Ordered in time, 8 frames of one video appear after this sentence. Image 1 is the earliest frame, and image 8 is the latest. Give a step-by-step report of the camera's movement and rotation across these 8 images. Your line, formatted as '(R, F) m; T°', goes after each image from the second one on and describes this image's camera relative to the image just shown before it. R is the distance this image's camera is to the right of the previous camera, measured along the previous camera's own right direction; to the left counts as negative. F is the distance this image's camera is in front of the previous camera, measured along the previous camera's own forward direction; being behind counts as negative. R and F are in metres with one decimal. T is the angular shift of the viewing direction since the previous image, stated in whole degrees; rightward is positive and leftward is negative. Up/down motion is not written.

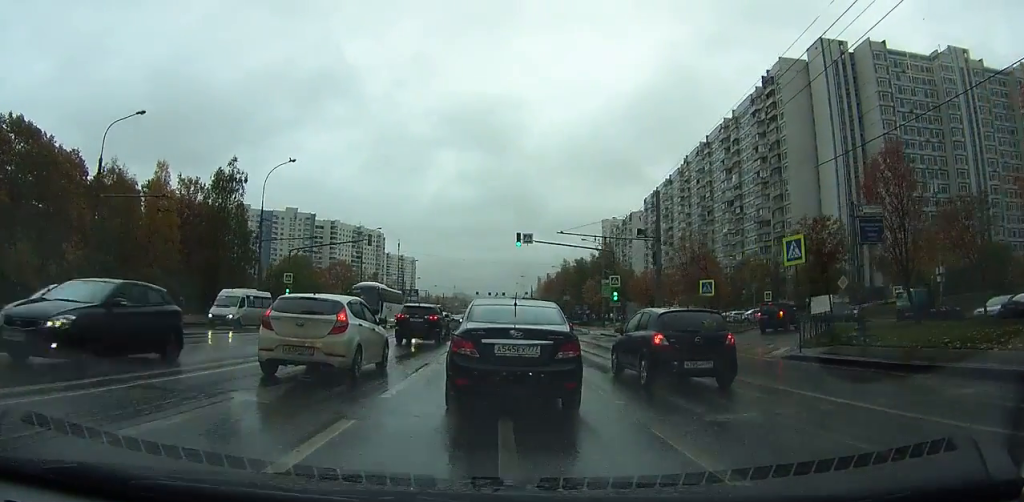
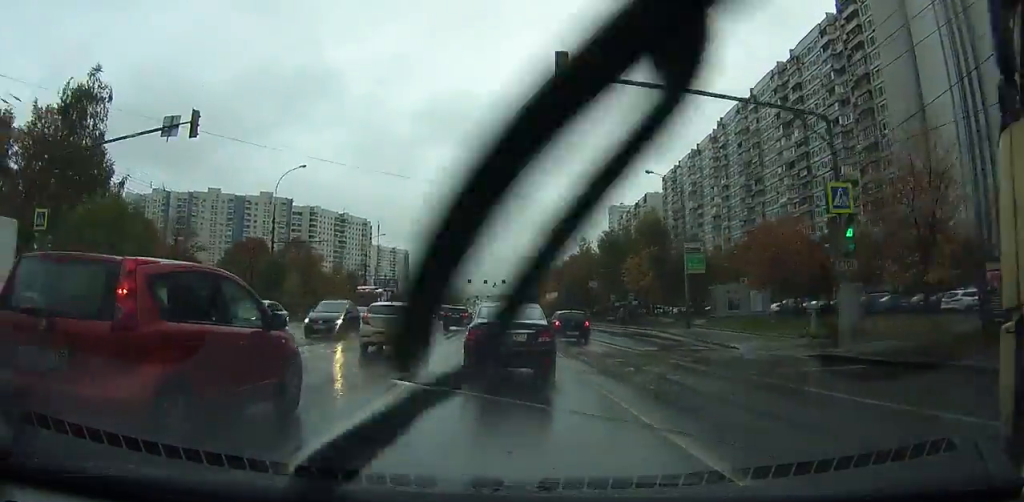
(+1.2, +28.2) m; +5°
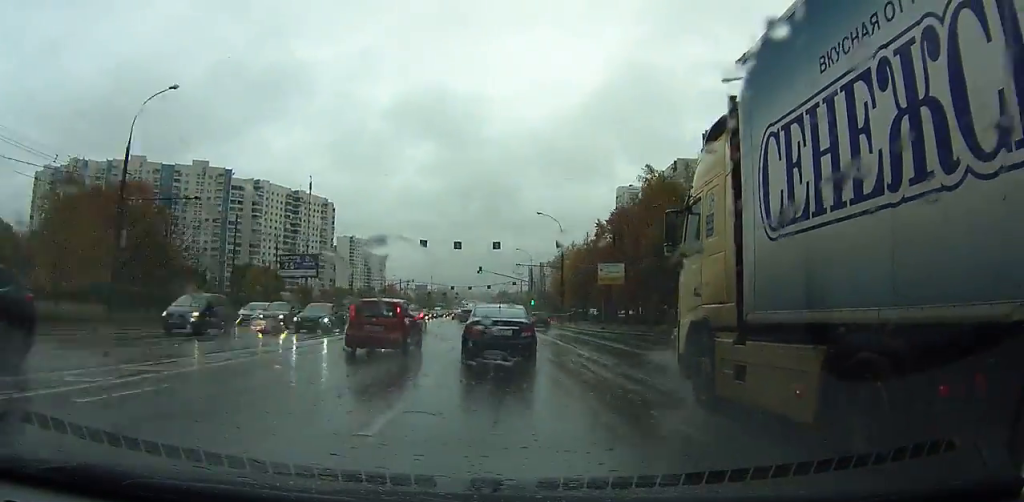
(+0.4, +53.4) m; 0°
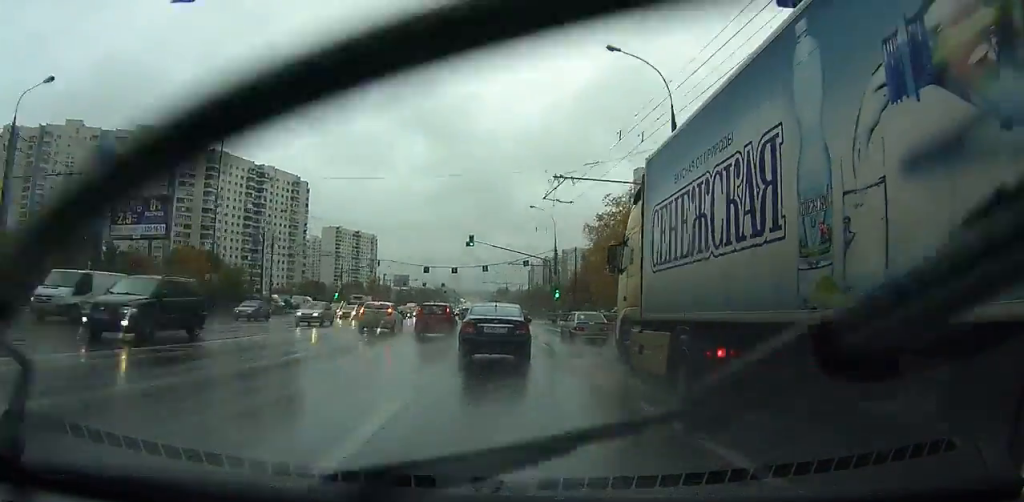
(-0.1, +41.6) m; 0°
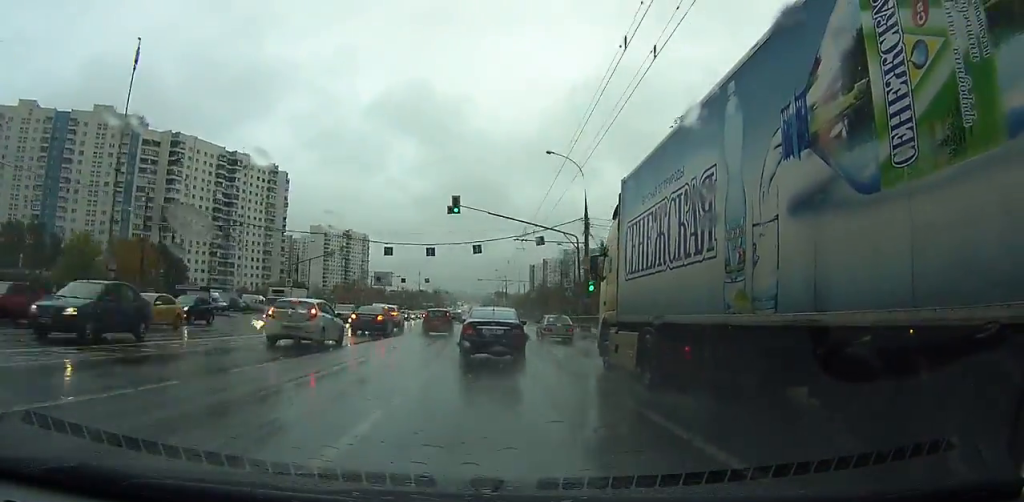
(-0.1, +24.8) m; 0°
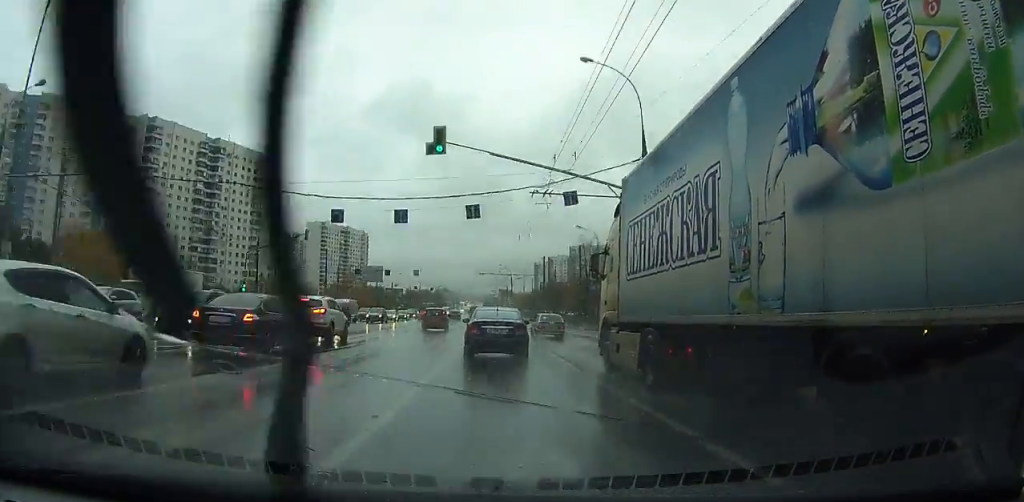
(0.0, +15.8) m; 0°
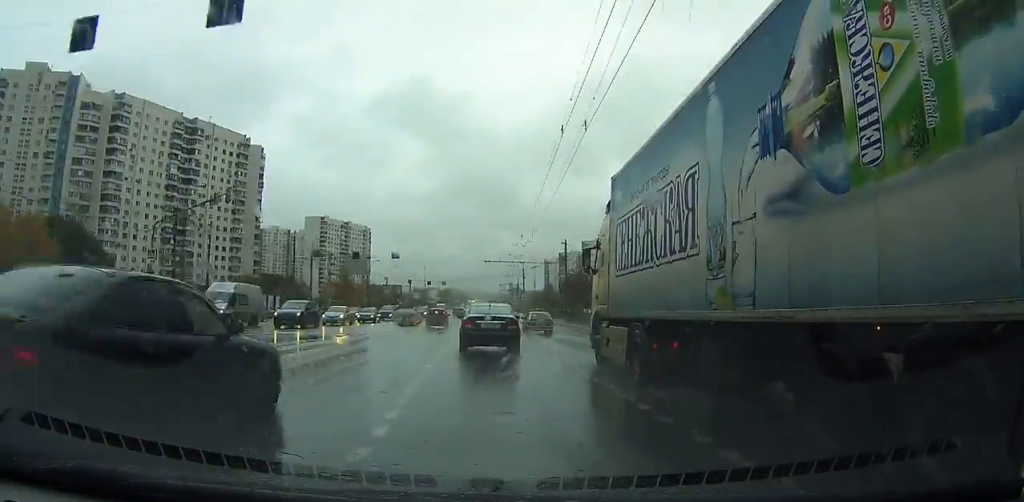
(0.0, +21.7) m; 0°
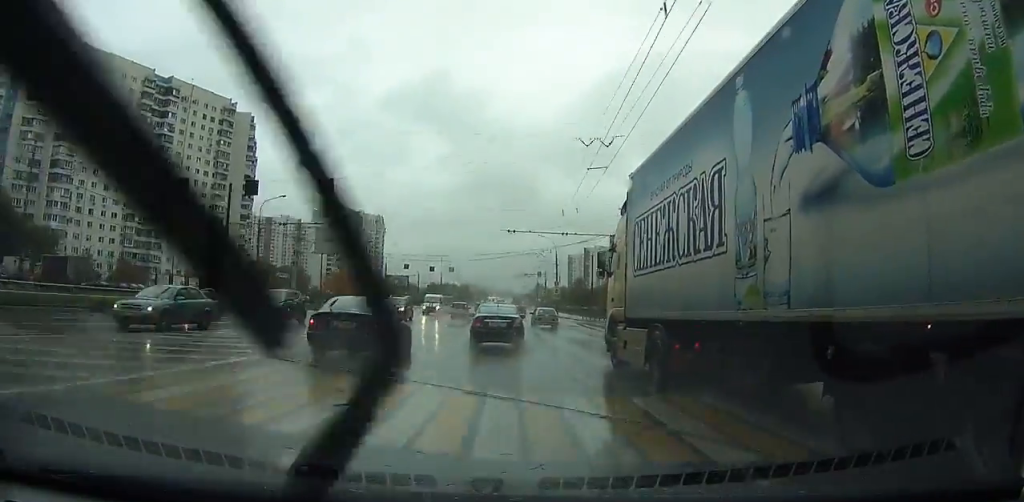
(0.0, +27.7) m; -1°
